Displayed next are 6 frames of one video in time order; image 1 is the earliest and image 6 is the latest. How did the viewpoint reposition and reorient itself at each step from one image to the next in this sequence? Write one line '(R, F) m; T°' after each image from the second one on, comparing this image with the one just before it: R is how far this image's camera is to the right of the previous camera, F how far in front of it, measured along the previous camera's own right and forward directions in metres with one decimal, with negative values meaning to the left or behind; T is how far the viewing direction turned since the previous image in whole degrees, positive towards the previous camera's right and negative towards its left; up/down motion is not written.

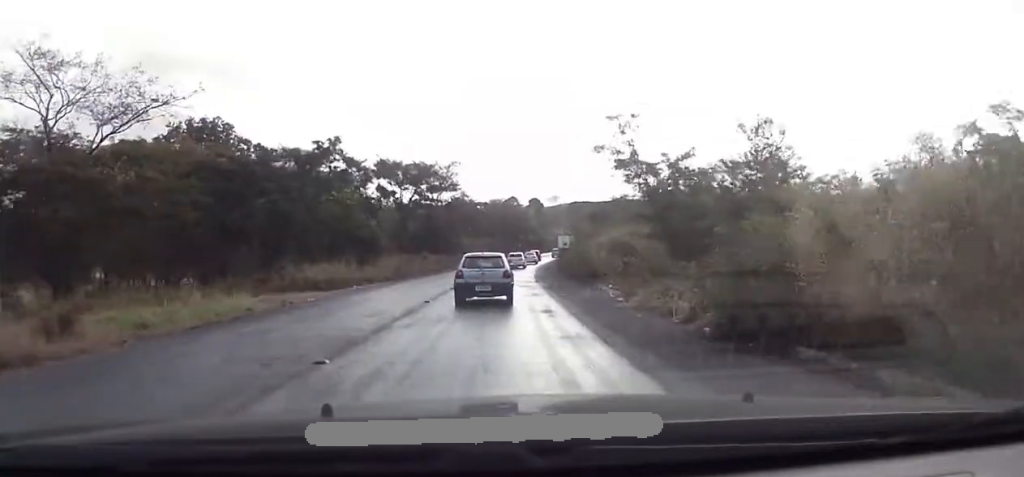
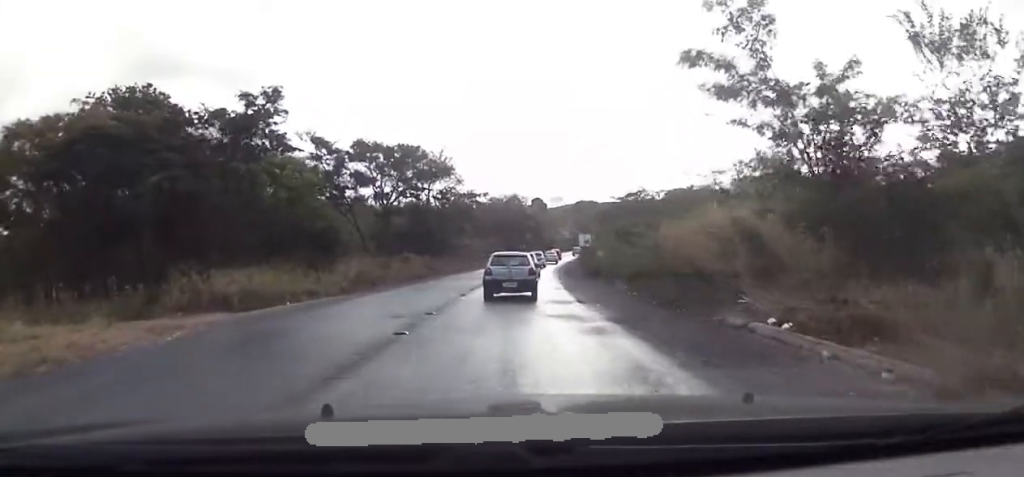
(0.0, +16.1) m; -1°
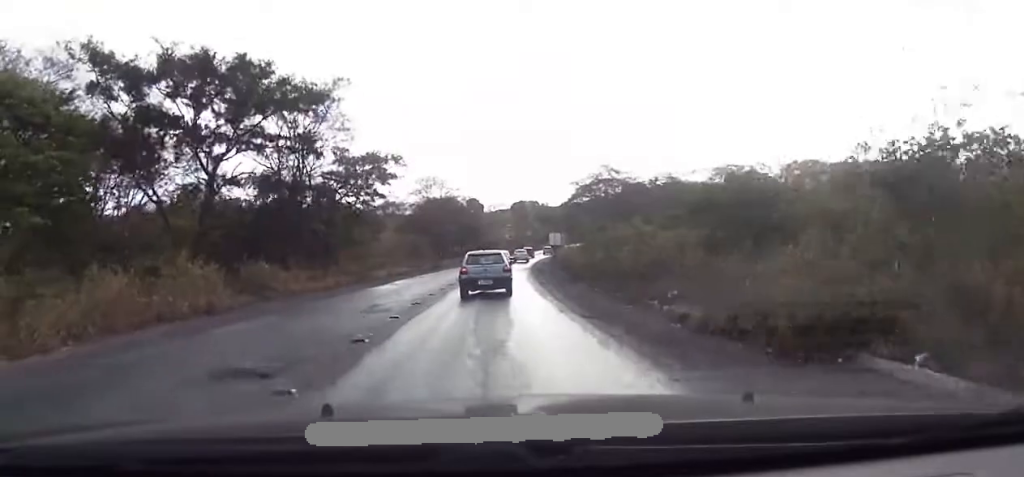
(+0.2, +32.0) m; +2°
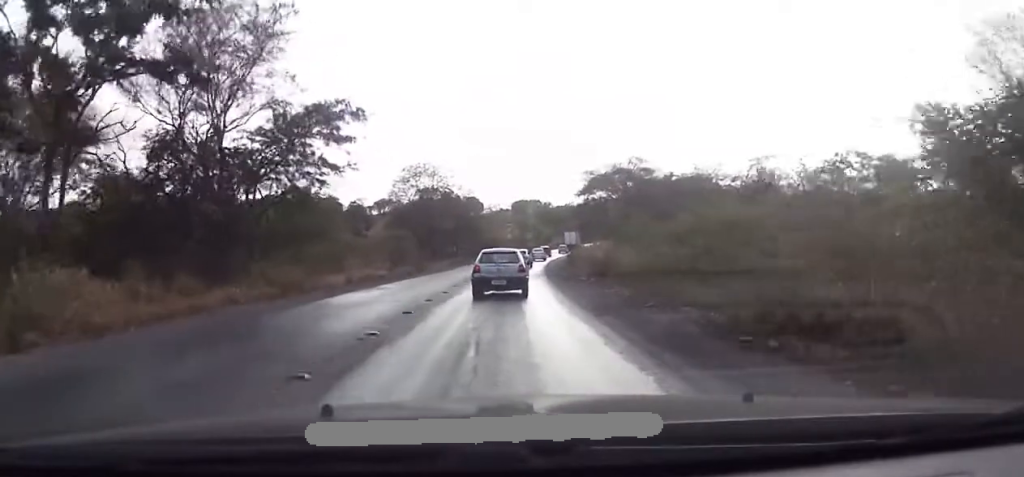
(+0.5, +15.1) m; +4°
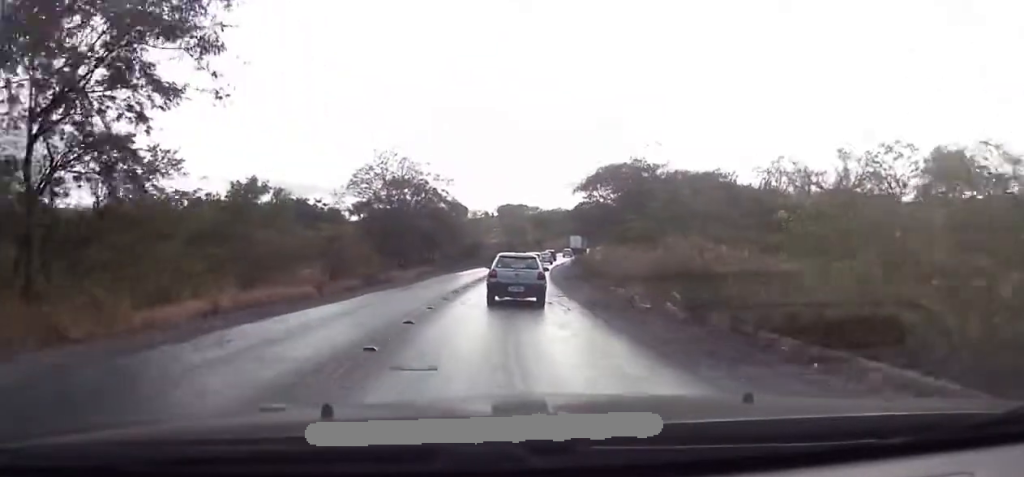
(+0.3, +17.6) m; 0°
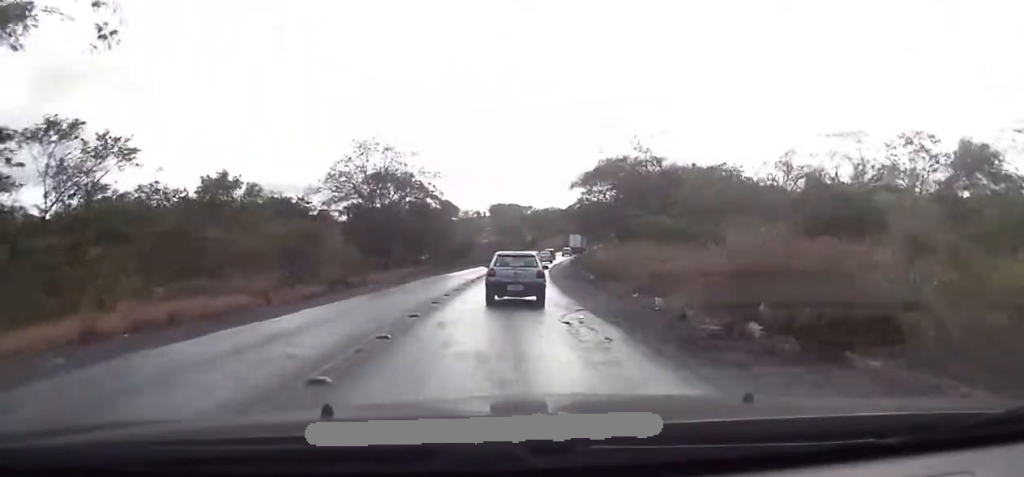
(0.0, +6.7) m; 0°
